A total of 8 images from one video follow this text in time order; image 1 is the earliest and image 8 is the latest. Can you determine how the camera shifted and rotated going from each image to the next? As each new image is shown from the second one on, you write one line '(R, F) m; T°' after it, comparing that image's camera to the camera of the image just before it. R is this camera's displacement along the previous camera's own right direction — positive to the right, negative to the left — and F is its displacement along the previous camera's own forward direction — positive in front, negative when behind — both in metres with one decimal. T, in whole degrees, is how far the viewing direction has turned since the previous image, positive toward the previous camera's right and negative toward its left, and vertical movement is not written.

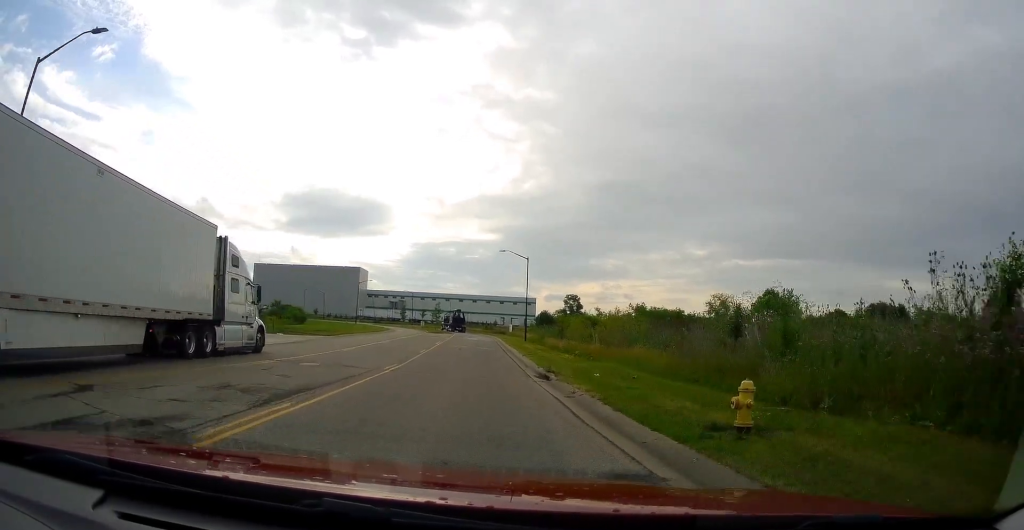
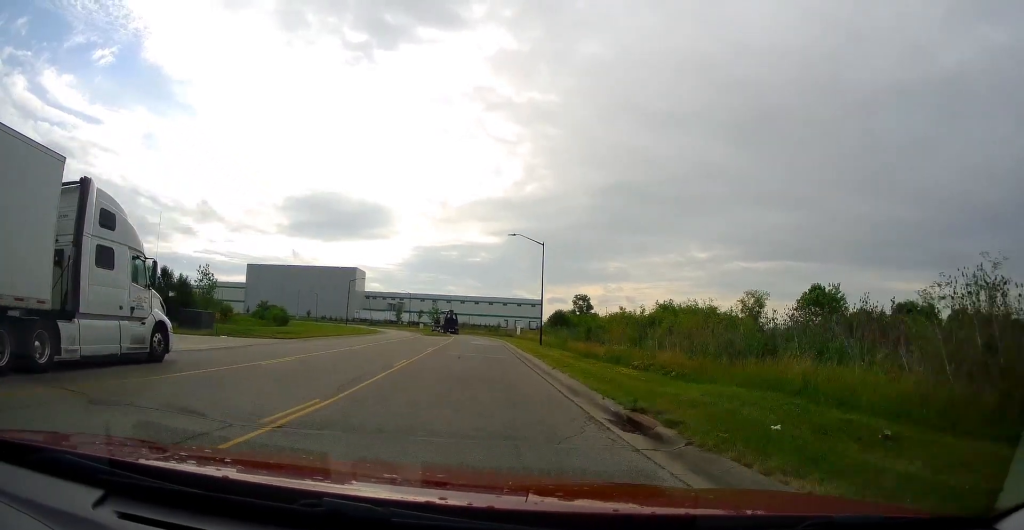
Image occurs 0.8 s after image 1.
(+0.4, +11.0) m; 0°
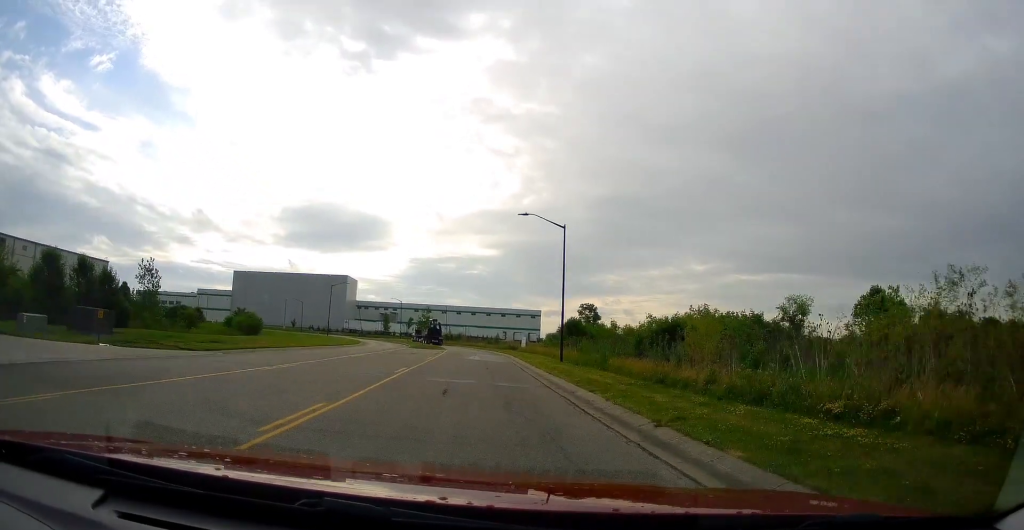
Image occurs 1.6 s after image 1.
(-0.3, +12.2) m; 0°
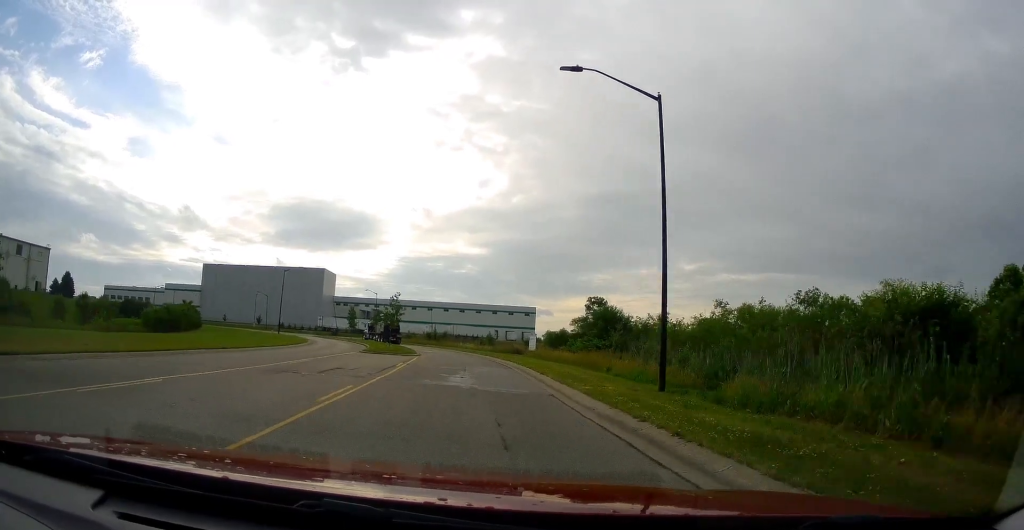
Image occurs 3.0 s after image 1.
(+0.4, +20.6) m; +2°
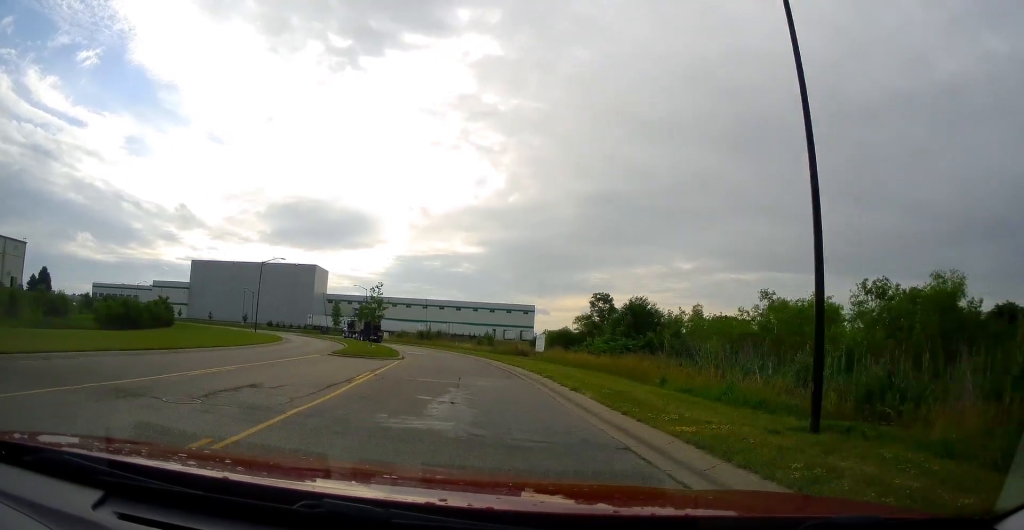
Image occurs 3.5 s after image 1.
(0.0, +7.8) m; -1°
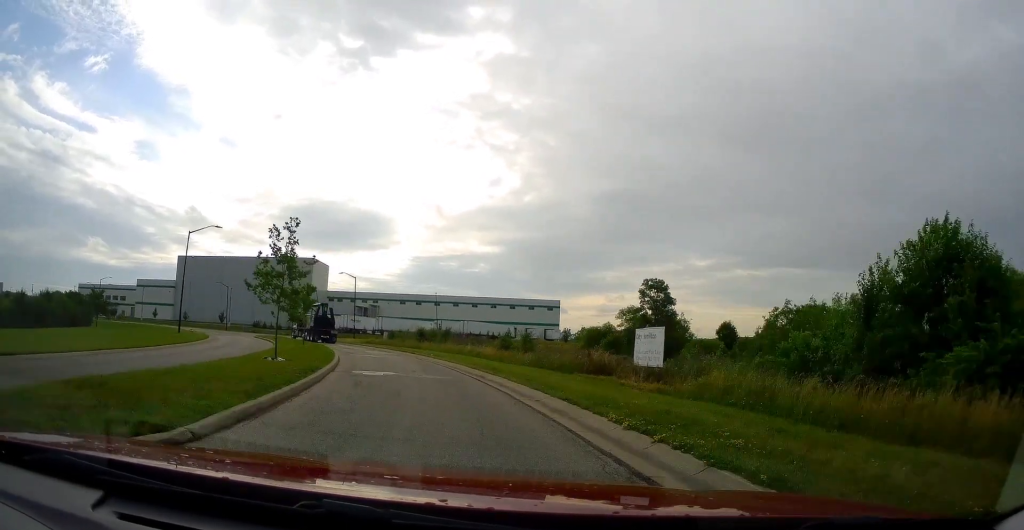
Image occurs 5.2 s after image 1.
(-0.8, +23.1) m; -4°
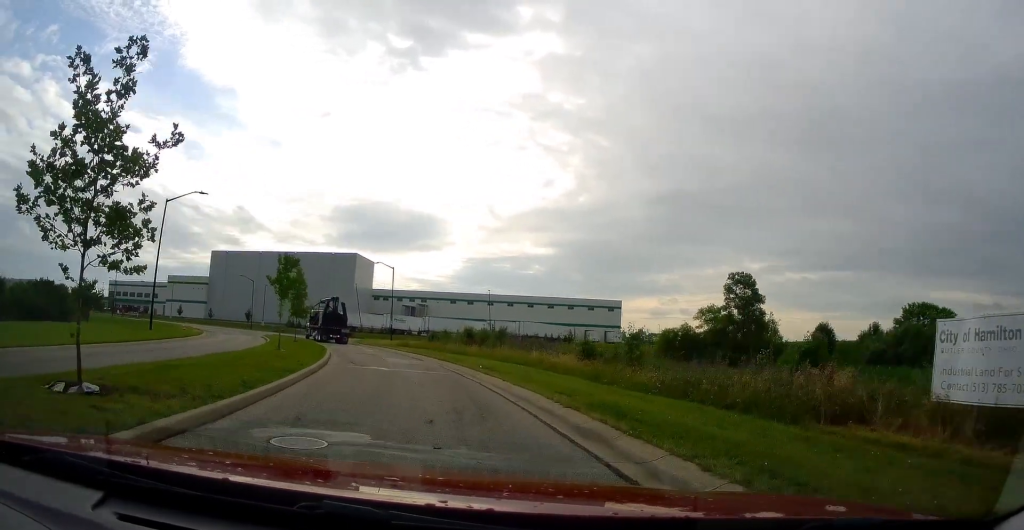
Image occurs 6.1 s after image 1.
(-0.1, +11.8) m; -3°
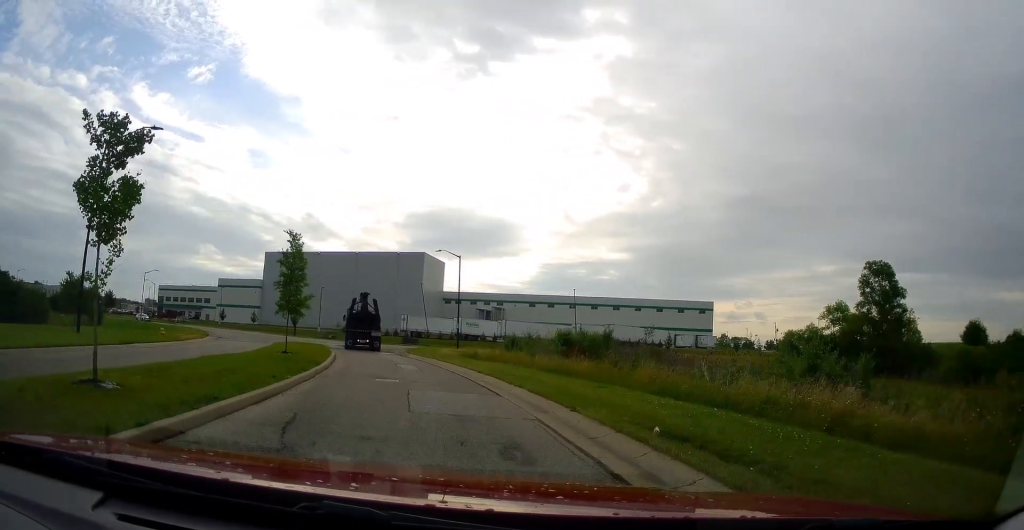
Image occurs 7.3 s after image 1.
(-0.8, +13.7) m; -6°
